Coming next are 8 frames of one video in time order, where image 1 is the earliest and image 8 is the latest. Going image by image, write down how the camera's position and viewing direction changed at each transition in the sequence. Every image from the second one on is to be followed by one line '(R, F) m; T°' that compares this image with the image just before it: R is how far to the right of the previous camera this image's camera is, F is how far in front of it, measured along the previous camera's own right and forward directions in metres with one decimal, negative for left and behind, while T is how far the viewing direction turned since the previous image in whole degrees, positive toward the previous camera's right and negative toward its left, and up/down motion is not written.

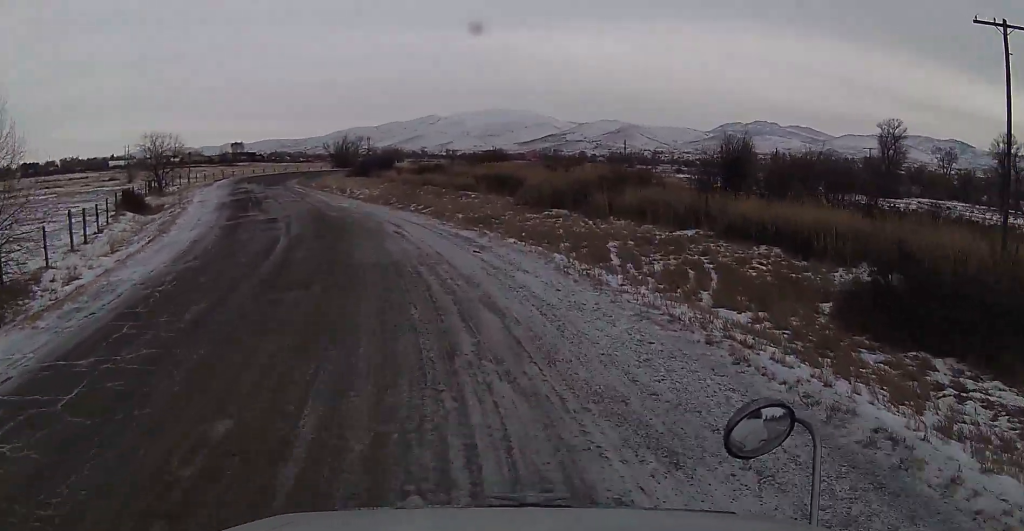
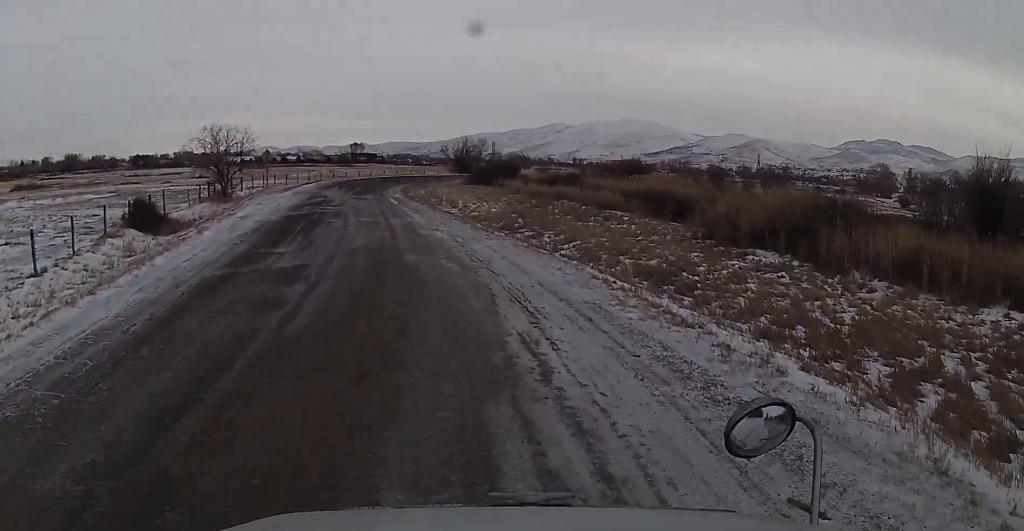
(-0.9, +13.4) m; -11°
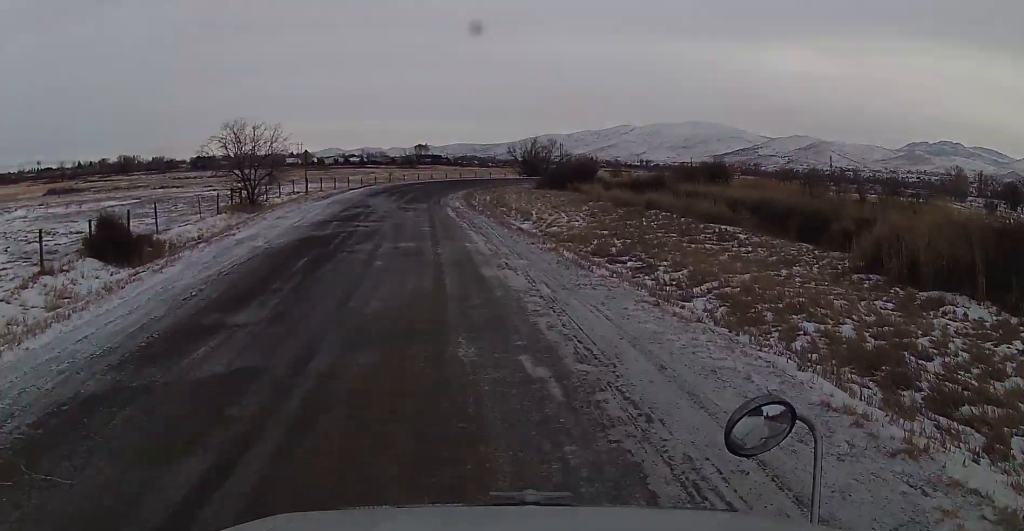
(-0.8, +8.5) m; -6°
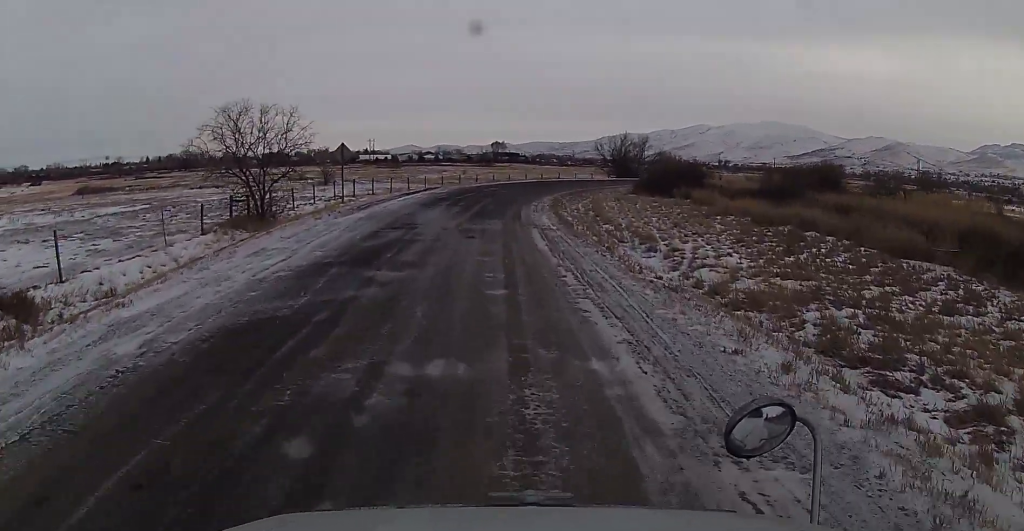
(-0.4, +12.5) m; -5°
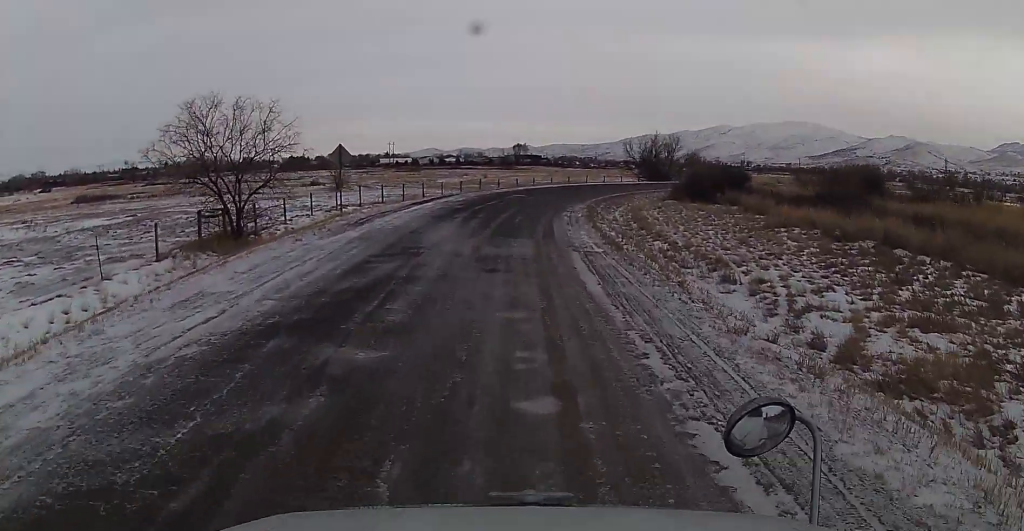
(-0.1, +4.8) m; -2°
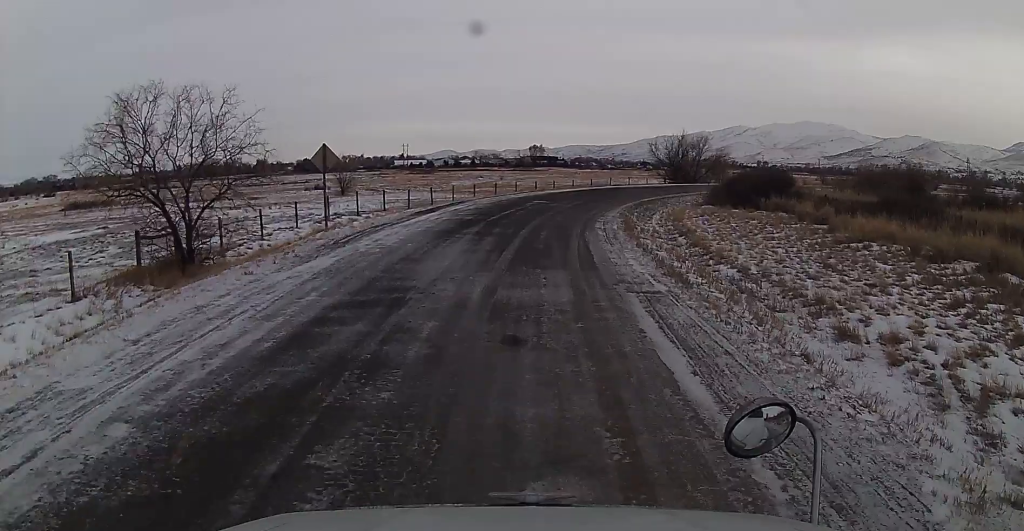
(-0.1, +3.1) m; -1°
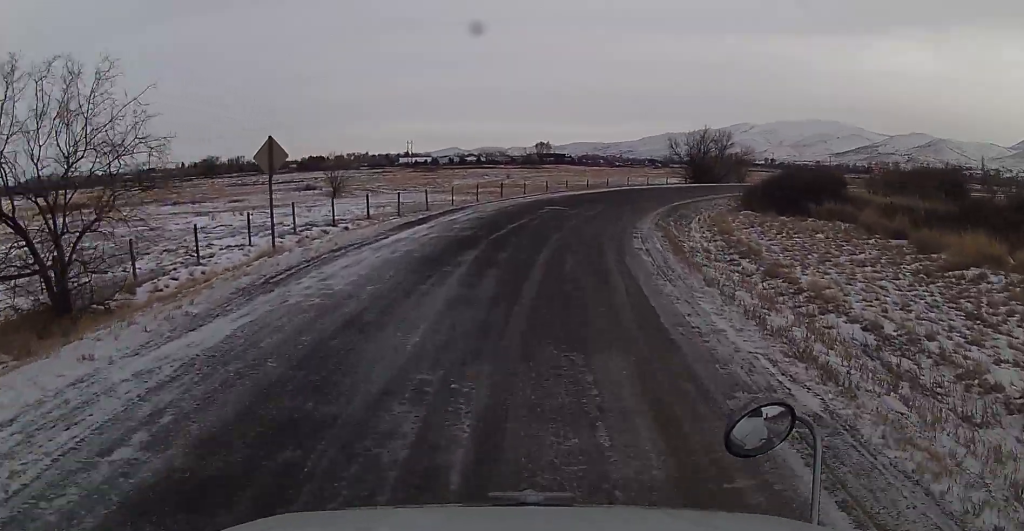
(+0.1, +8.7) m; +1°
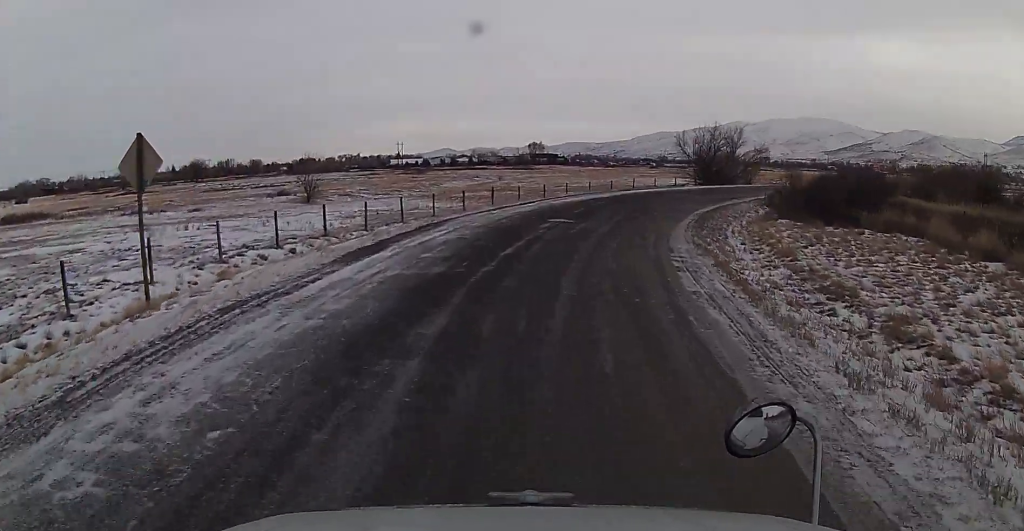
(+0.1, +8.4) m; +2°
